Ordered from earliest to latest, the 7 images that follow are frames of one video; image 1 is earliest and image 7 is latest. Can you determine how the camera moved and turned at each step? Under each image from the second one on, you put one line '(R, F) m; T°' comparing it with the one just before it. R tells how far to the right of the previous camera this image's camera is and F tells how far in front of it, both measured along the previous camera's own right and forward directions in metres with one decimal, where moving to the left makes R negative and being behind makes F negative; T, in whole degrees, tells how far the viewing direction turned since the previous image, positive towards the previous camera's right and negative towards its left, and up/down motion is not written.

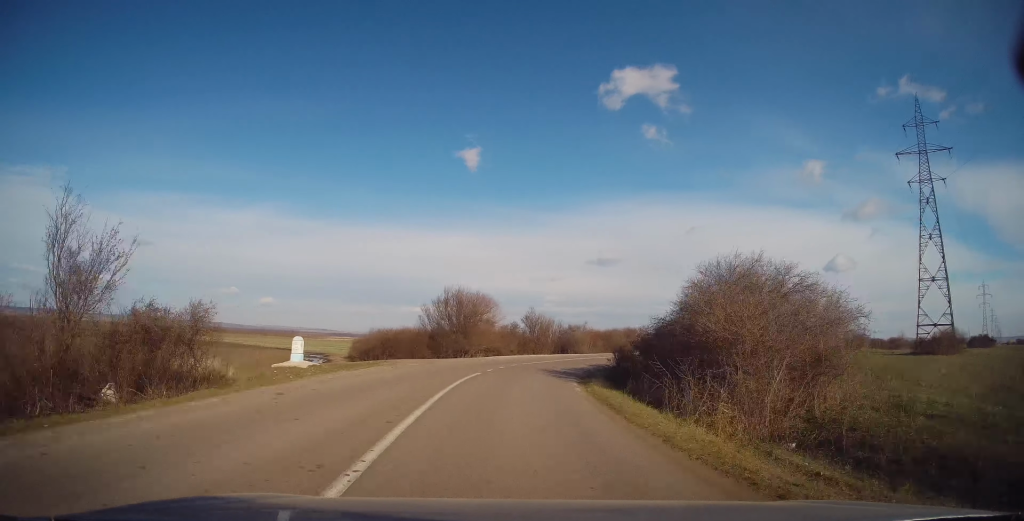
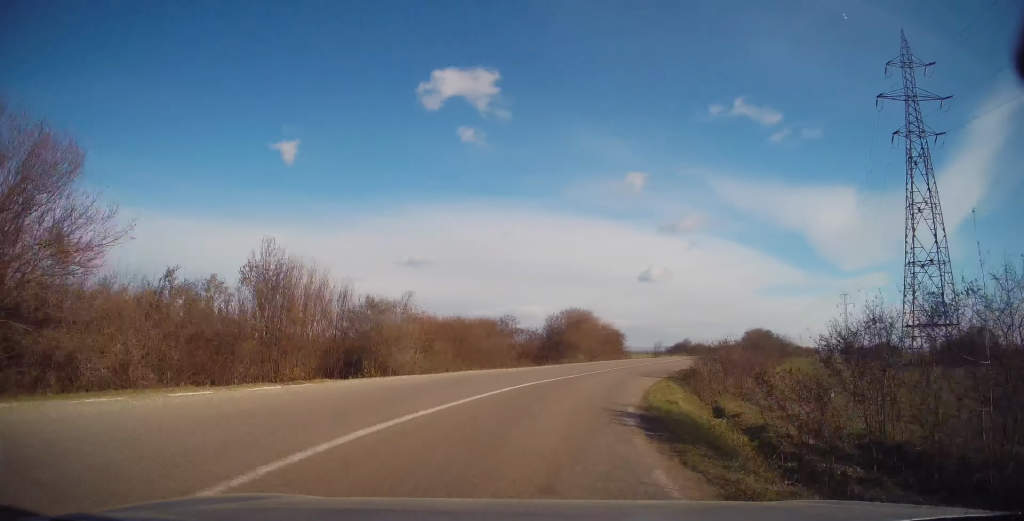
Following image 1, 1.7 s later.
(+3.4, +31.3) m; +17°
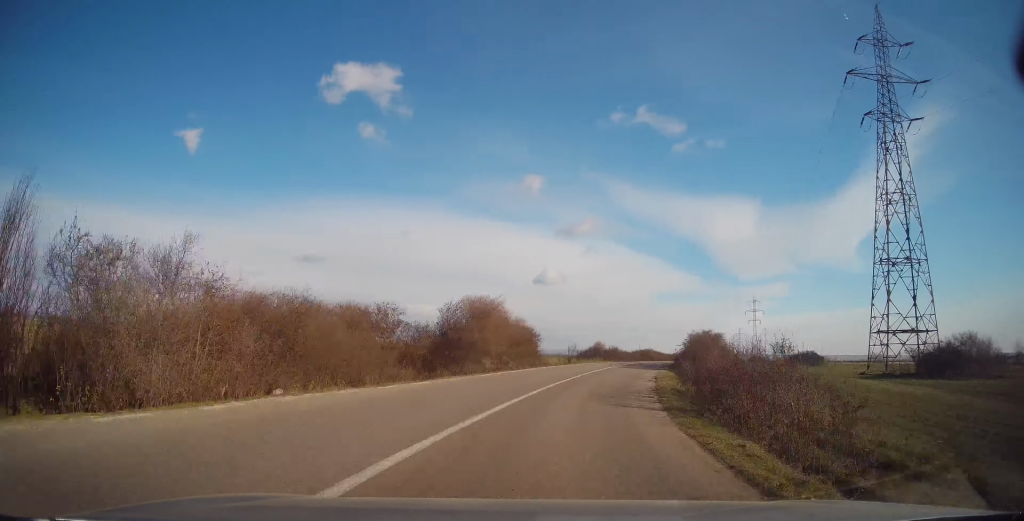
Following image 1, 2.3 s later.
(+1.3, +11.4) m; +11°
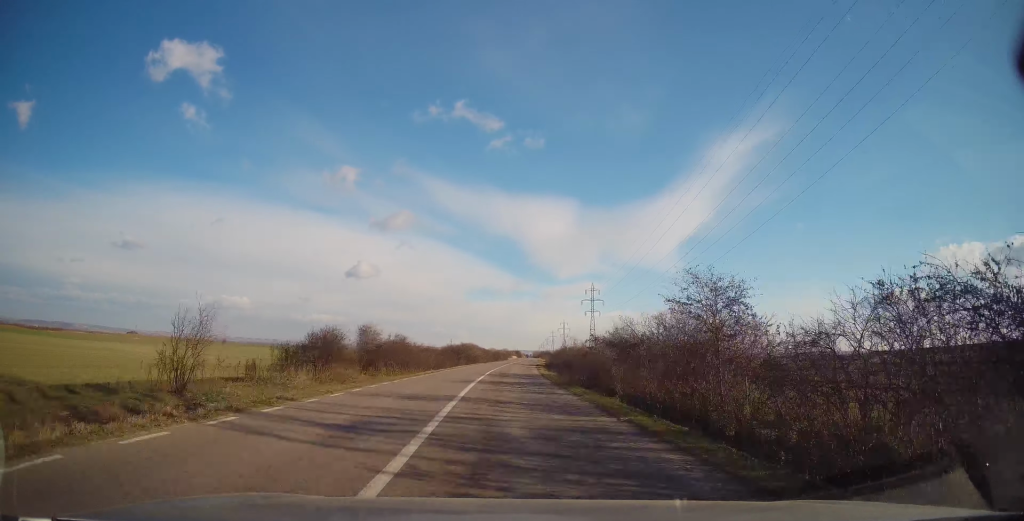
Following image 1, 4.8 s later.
(+12.5, +41.6) m; +23°
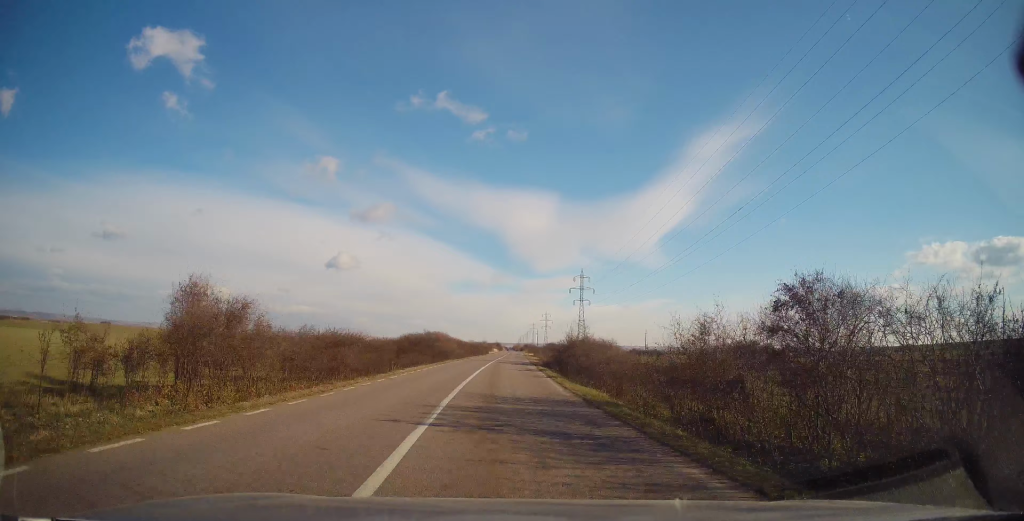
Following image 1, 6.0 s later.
(-0.2, +20.3) m; +2°
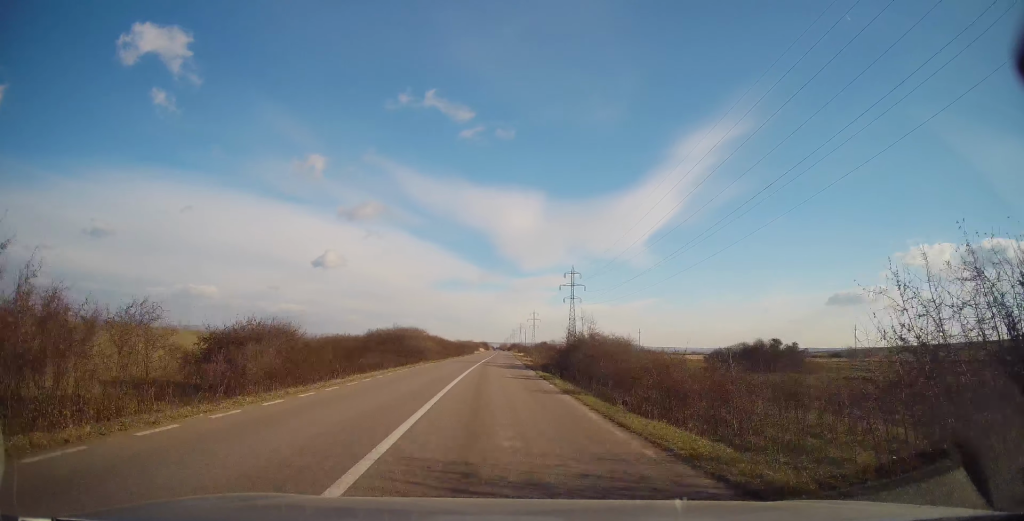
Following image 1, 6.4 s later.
(+0.3, +8.7) m; +1°
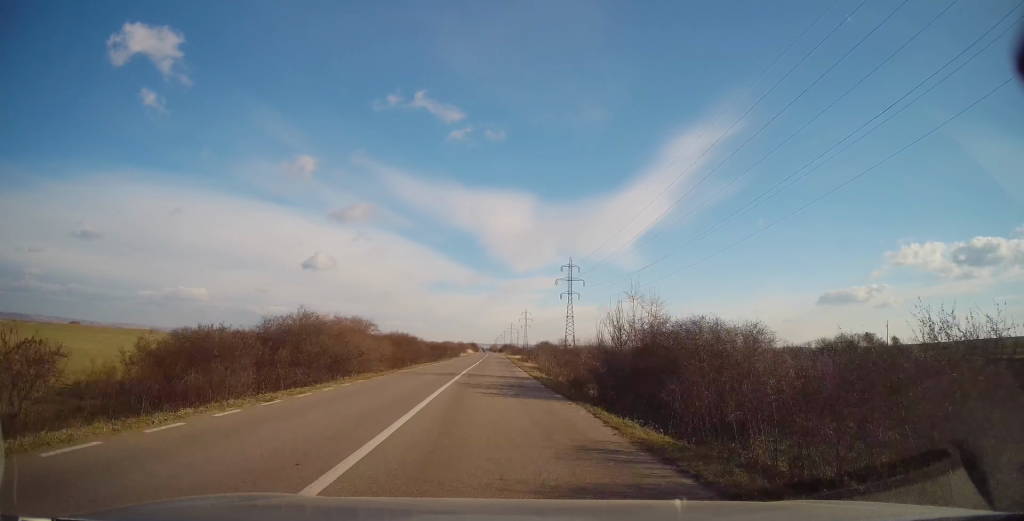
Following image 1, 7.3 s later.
(+0.3, +16.9) m; +2°
